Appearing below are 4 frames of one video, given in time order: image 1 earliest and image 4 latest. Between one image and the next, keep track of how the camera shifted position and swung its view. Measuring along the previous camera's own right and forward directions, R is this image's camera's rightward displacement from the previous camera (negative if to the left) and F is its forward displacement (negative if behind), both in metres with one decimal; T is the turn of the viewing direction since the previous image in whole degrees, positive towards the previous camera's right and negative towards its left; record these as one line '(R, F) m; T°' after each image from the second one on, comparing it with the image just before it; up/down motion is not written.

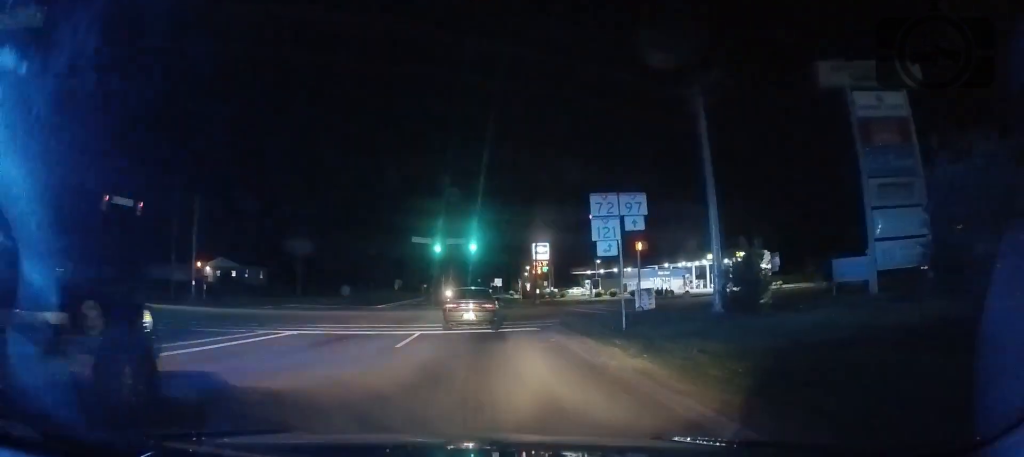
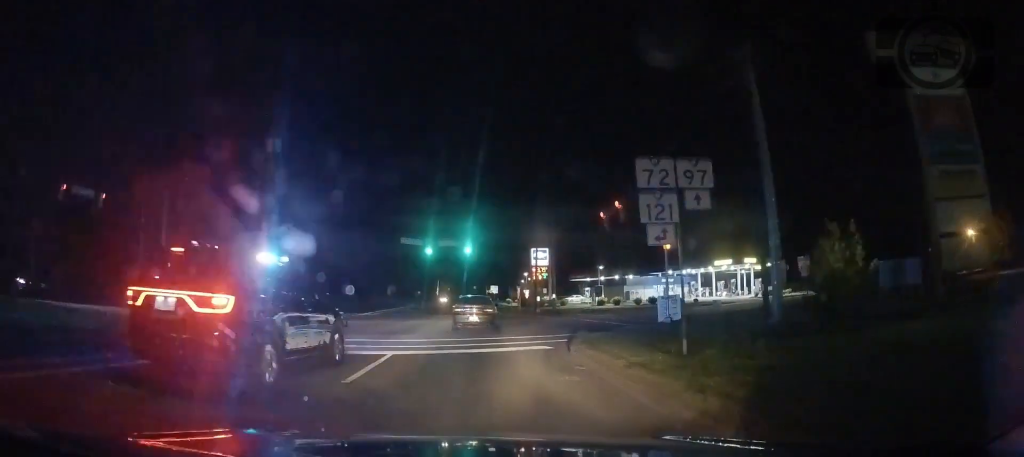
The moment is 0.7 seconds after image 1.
(-0.1, +4.6) m; -1°
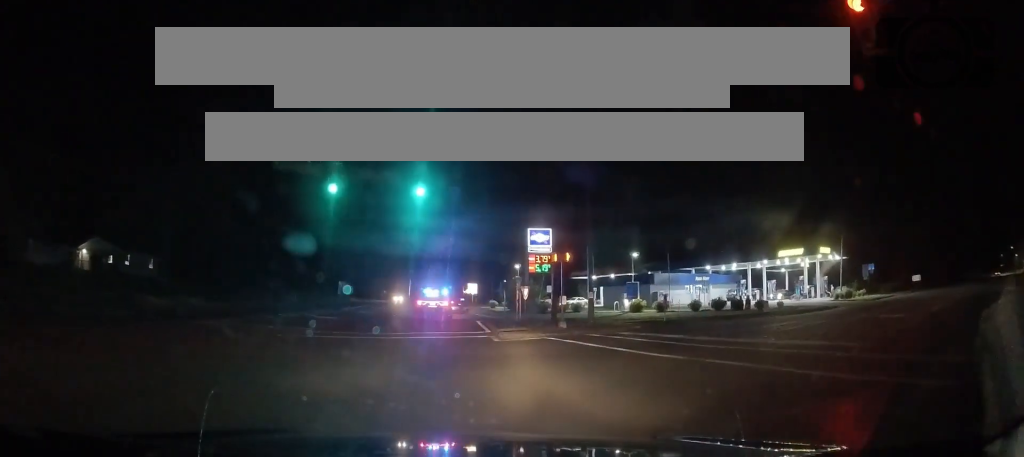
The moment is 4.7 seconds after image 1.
(-0.2, +24.4) m; +4°
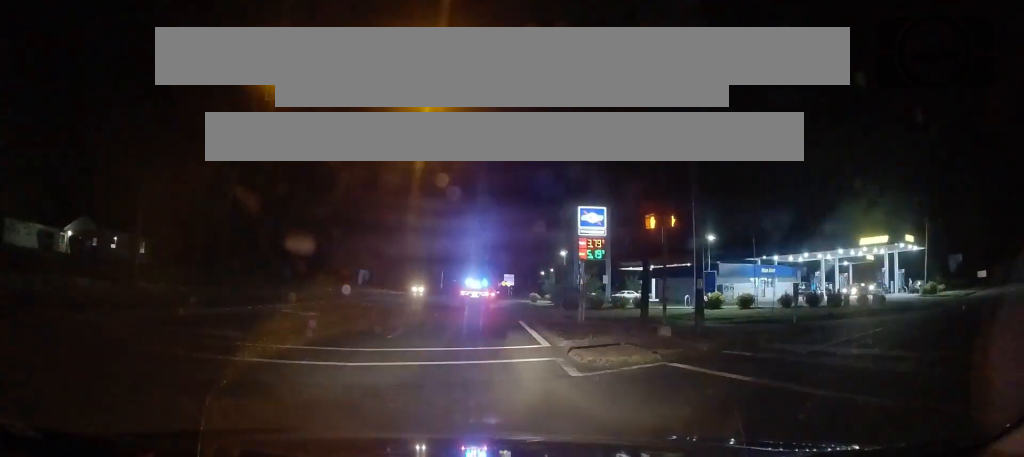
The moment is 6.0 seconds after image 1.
(+0.1, +9.3) m; -2°
